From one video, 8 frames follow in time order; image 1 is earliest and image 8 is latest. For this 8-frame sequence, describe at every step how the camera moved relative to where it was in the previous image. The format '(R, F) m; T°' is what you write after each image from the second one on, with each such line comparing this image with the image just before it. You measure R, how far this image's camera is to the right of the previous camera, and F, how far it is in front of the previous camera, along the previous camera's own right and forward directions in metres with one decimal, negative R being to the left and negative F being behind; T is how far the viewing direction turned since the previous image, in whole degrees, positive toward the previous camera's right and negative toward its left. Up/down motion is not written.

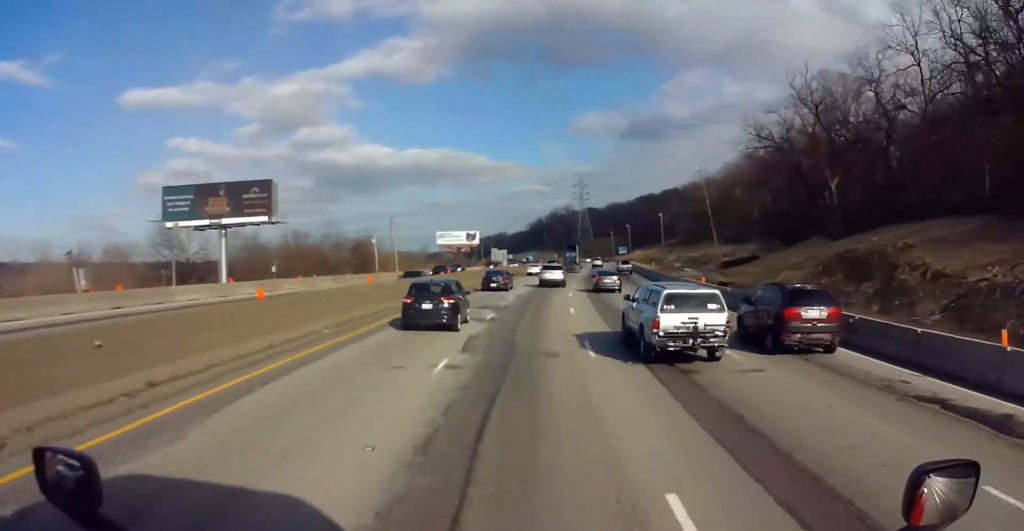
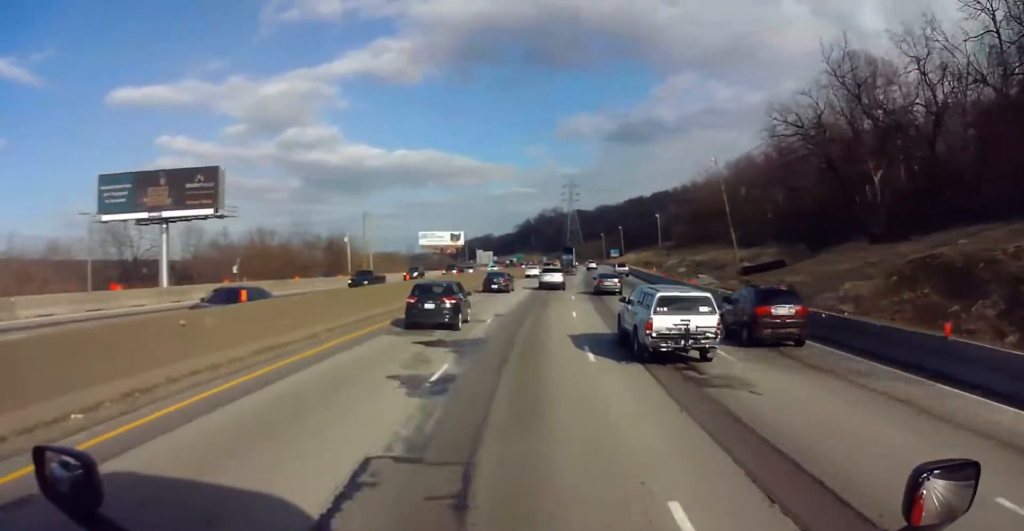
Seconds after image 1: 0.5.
(-0.1, +12.6) m; 0°
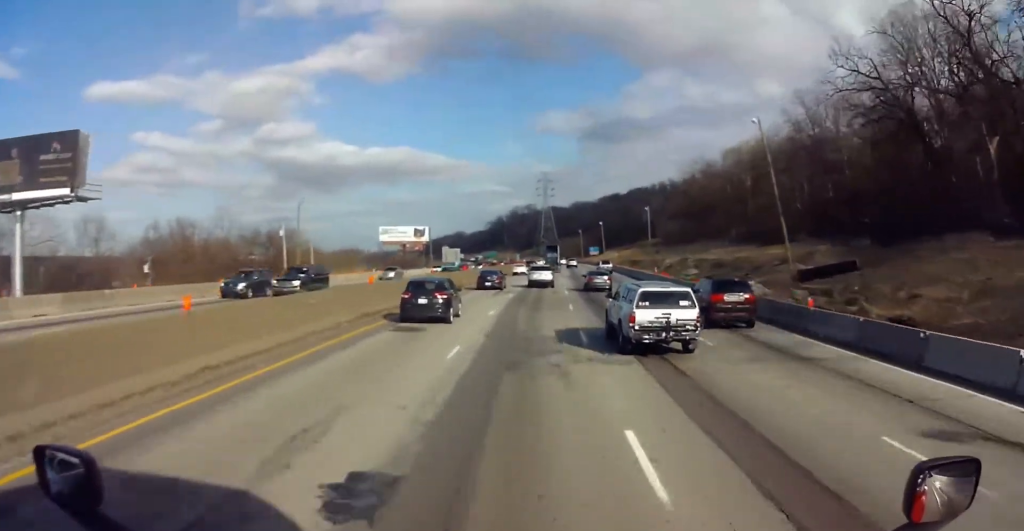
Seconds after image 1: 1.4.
(-0.3, +21.8) m; 0°
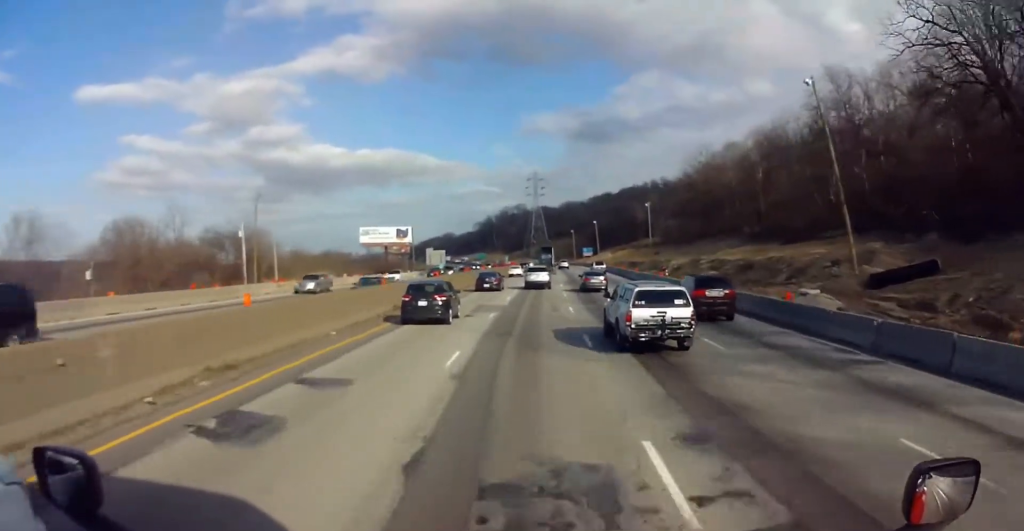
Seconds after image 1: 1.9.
(+0.2, +12.6) m; +1°
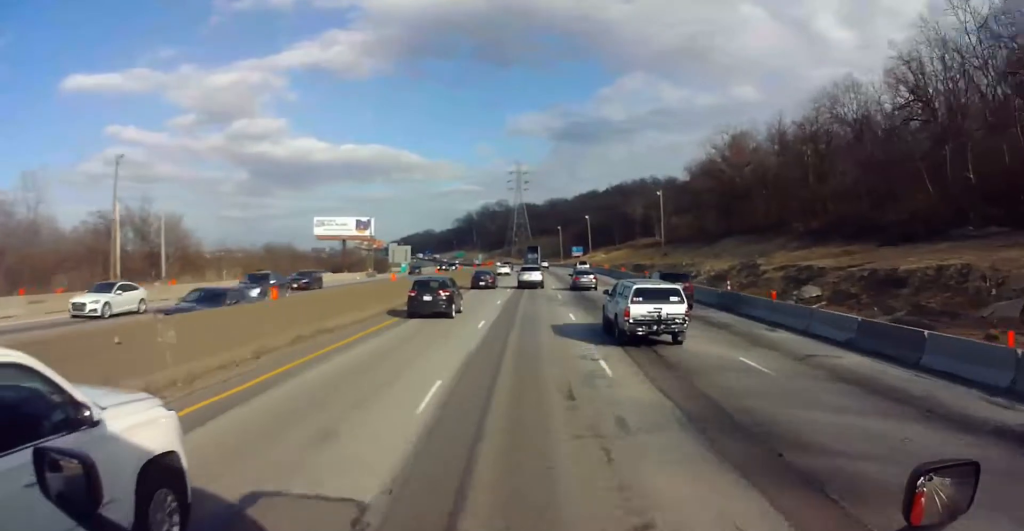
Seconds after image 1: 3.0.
(+0.6, +28.6) m; +2°
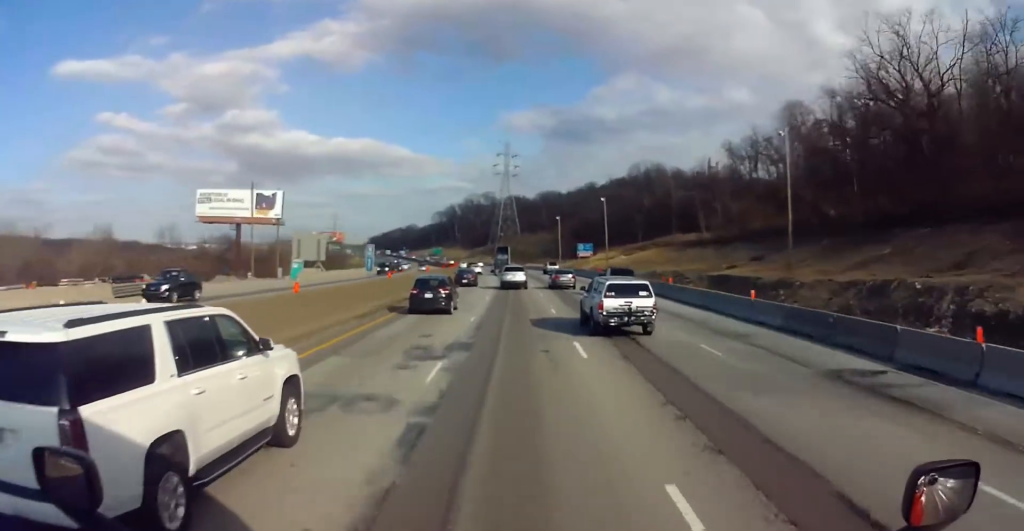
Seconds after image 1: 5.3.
(+0.4, +59.1) m; 0°
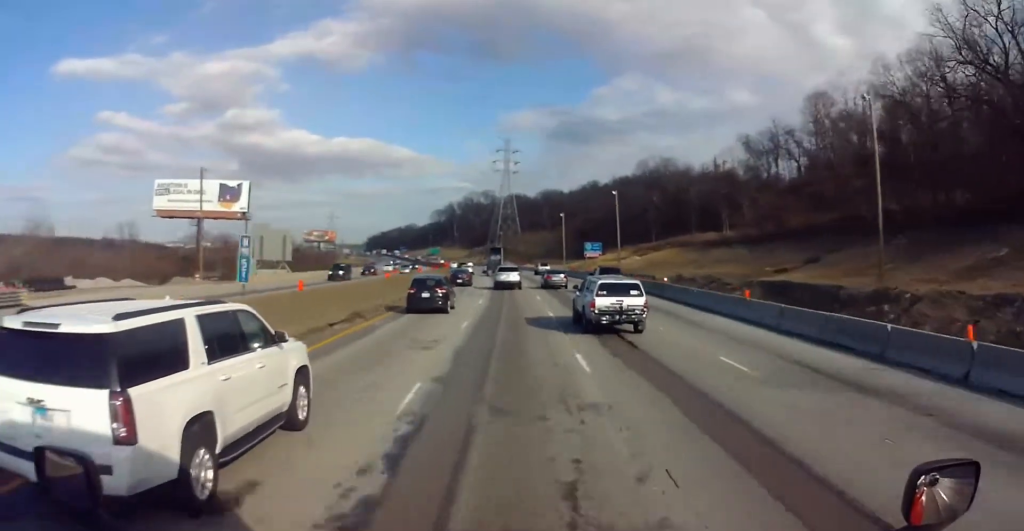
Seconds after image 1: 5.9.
(0.0, +14.6) m; 0°
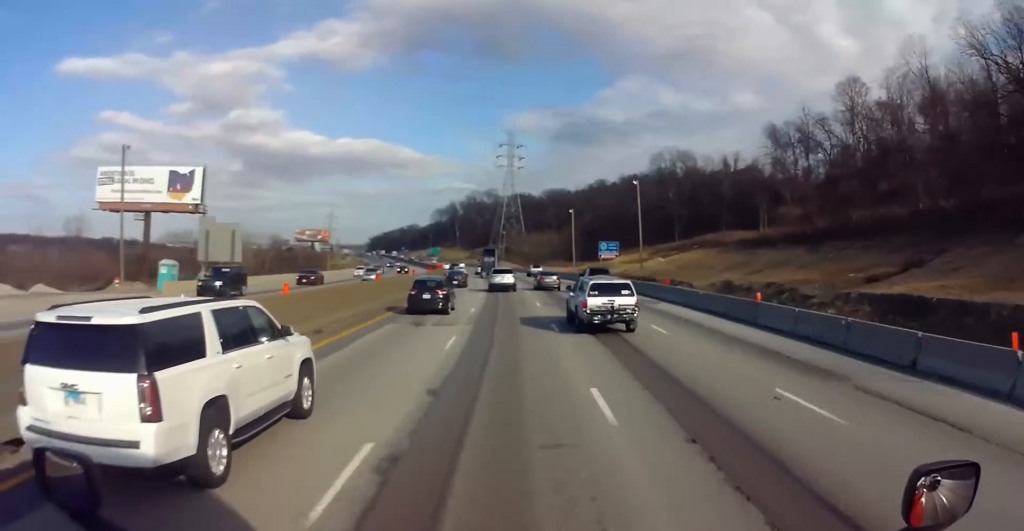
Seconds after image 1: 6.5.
(0.0, +16.3) m; 0°
